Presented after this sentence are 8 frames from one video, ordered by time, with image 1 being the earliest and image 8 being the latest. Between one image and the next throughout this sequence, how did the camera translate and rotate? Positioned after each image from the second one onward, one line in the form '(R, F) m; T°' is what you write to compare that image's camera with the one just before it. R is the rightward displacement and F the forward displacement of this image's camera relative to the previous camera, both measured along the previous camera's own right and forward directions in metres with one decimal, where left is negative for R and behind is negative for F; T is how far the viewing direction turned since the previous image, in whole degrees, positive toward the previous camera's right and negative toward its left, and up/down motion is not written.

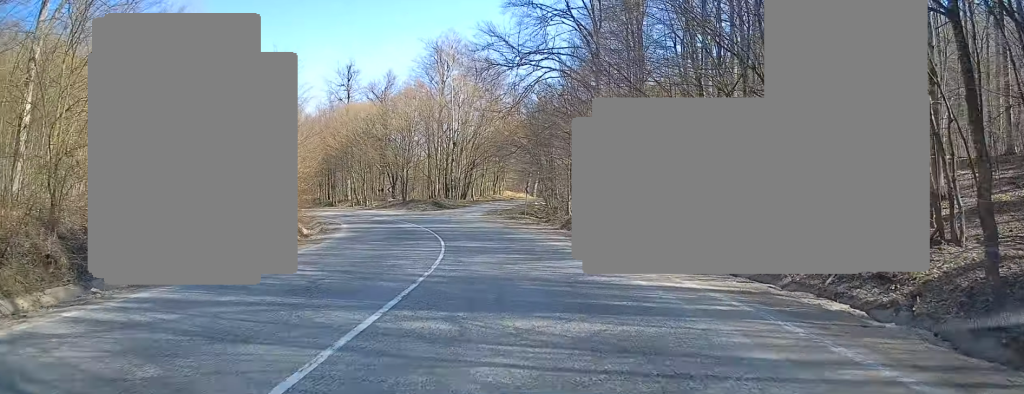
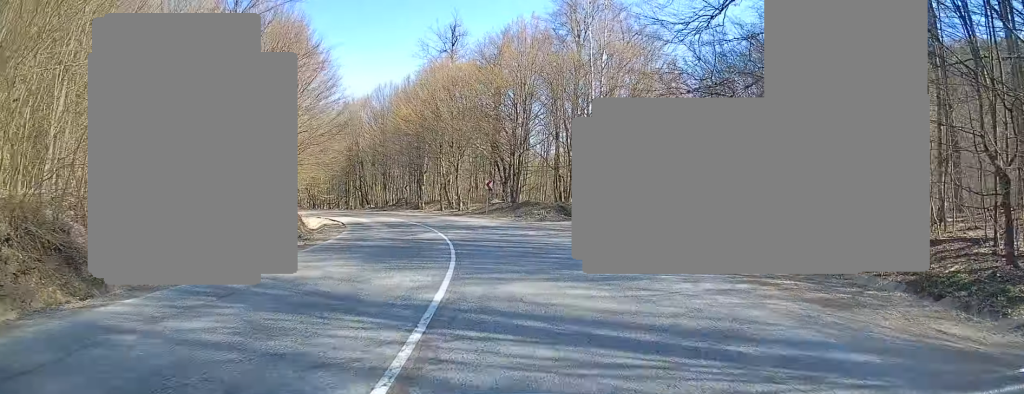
(-2.3, +26.0) m; -12°
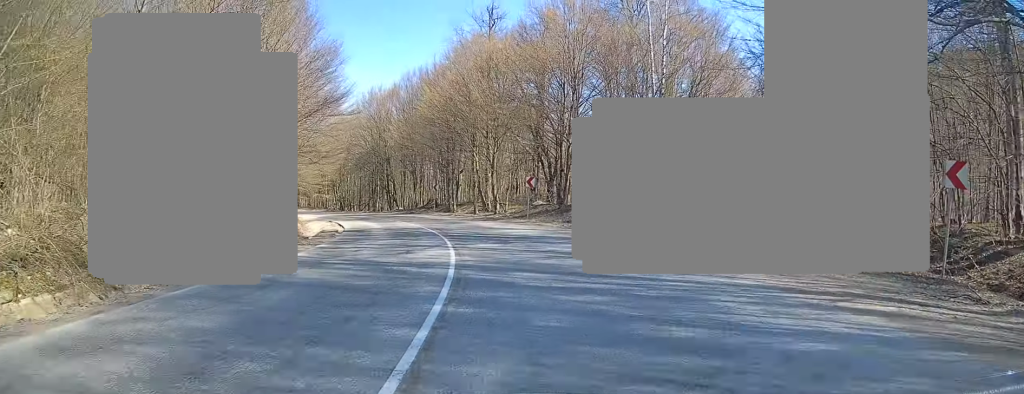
(-0.4, +8.6) m; -4°
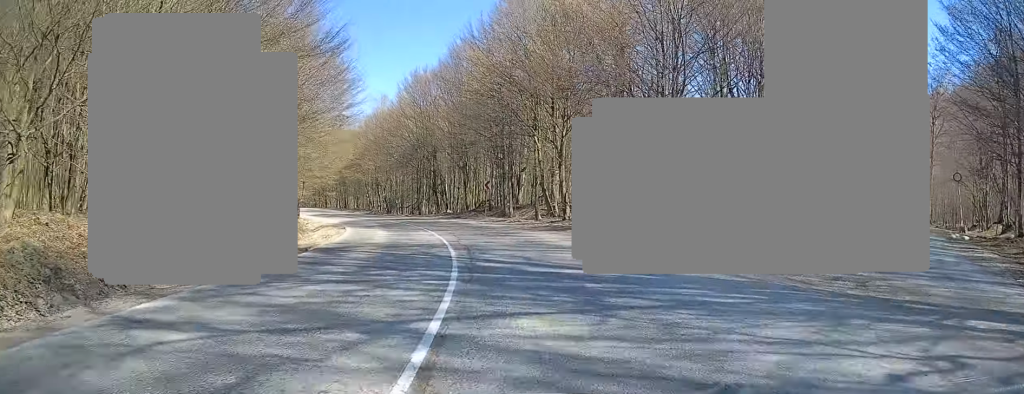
(-0.7, +11.8) m; -5°
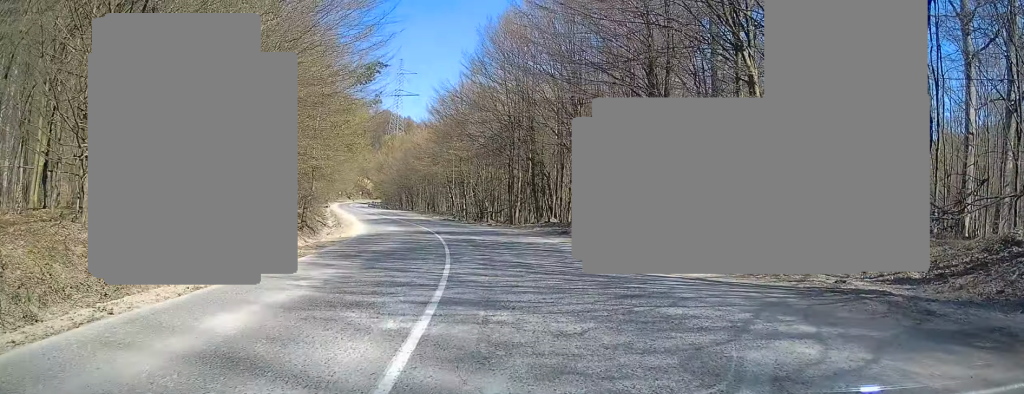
(-1.4, +20.0) m; -9°
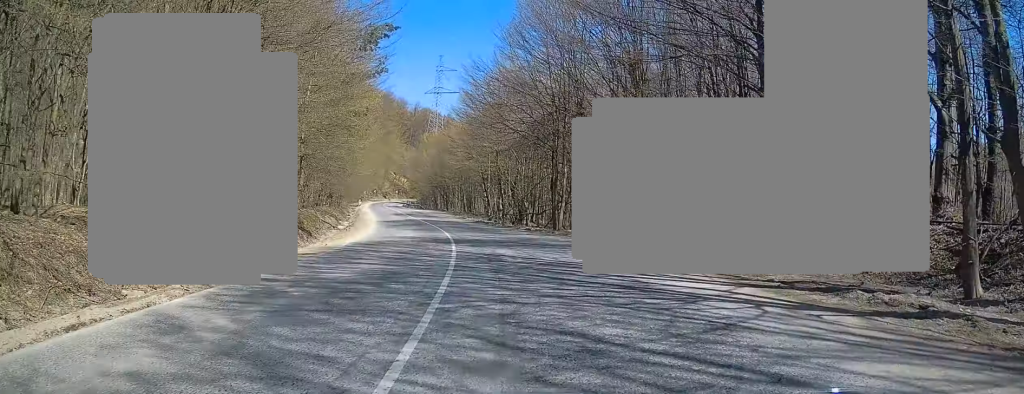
(-0.1, +7.1) m; -3°
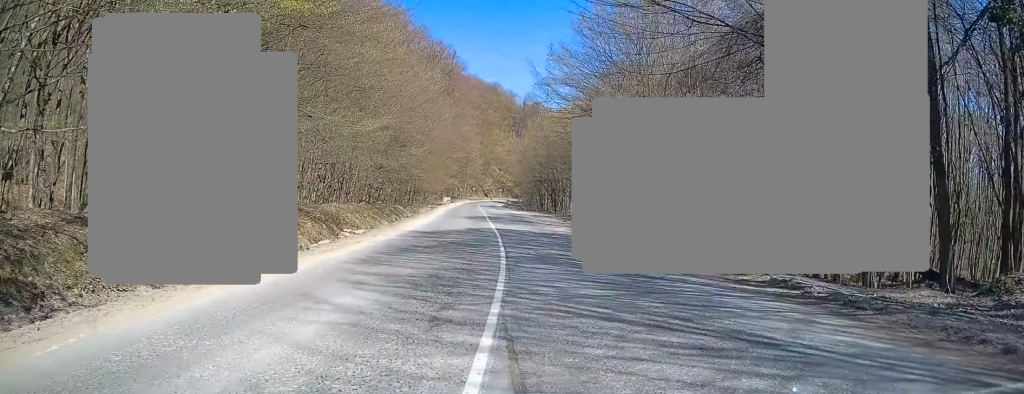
(-1.9, +23.5) m; -6°
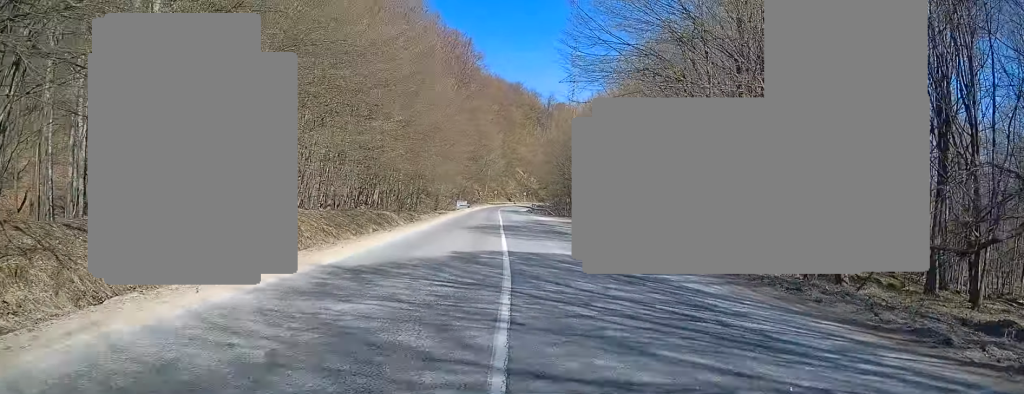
(-0.2, +13.1) m; -2°
